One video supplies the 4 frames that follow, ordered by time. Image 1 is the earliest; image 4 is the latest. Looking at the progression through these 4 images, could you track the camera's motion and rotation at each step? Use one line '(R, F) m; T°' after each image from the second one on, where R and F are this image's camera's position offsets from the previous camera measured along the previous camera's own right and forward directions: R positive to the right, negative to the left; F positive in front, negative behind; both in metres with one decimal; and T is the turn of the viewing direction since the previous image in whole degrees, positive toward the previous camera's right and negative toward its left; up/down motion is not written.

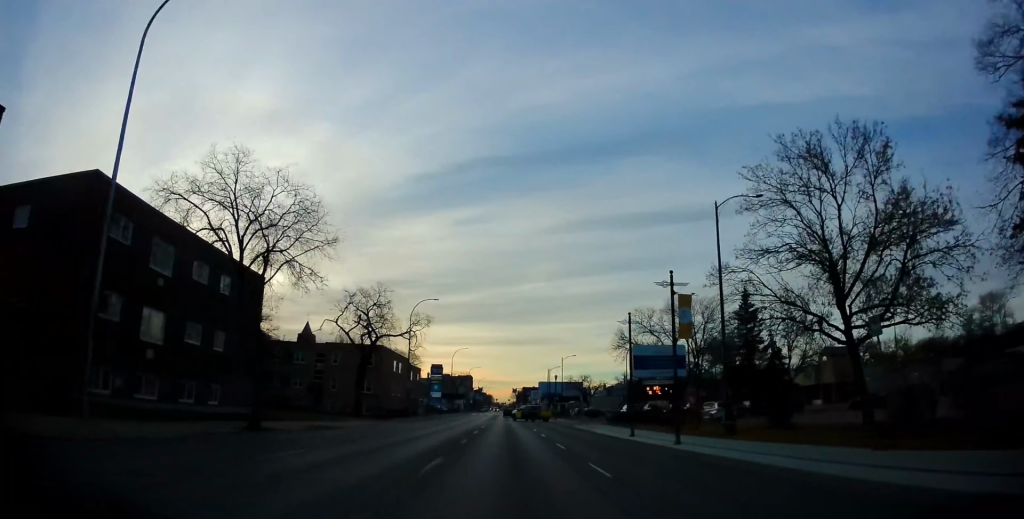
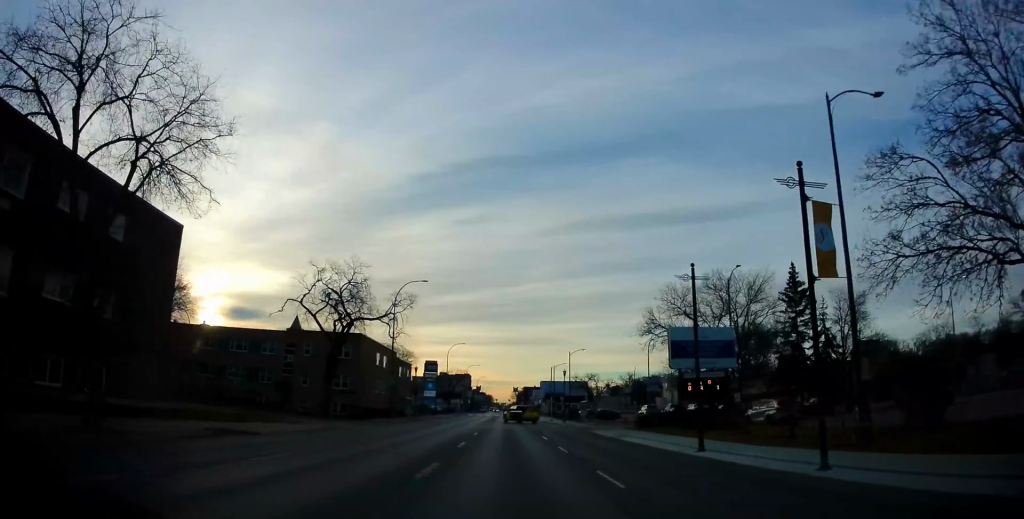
(+0.1, +10.0) m; +1°
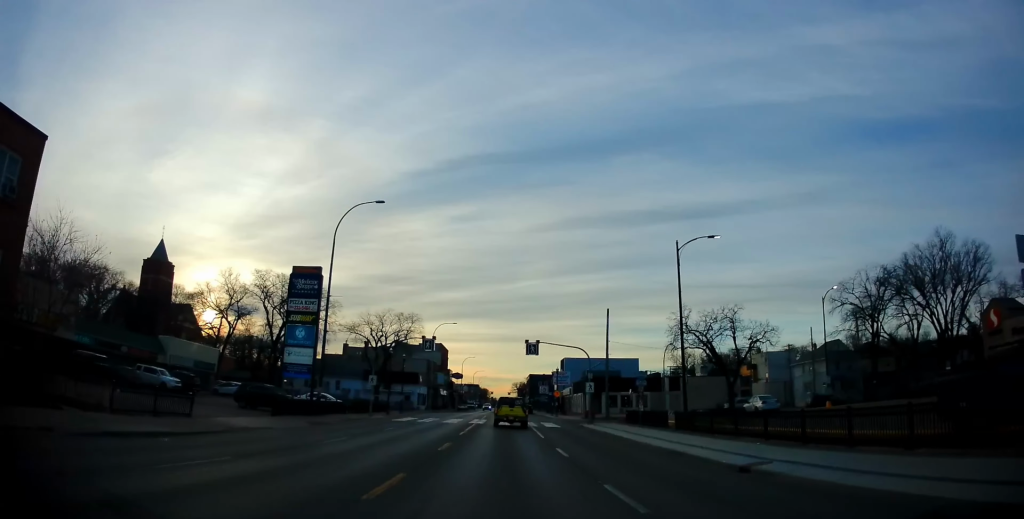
(-1.3, +76.5) m; 0°
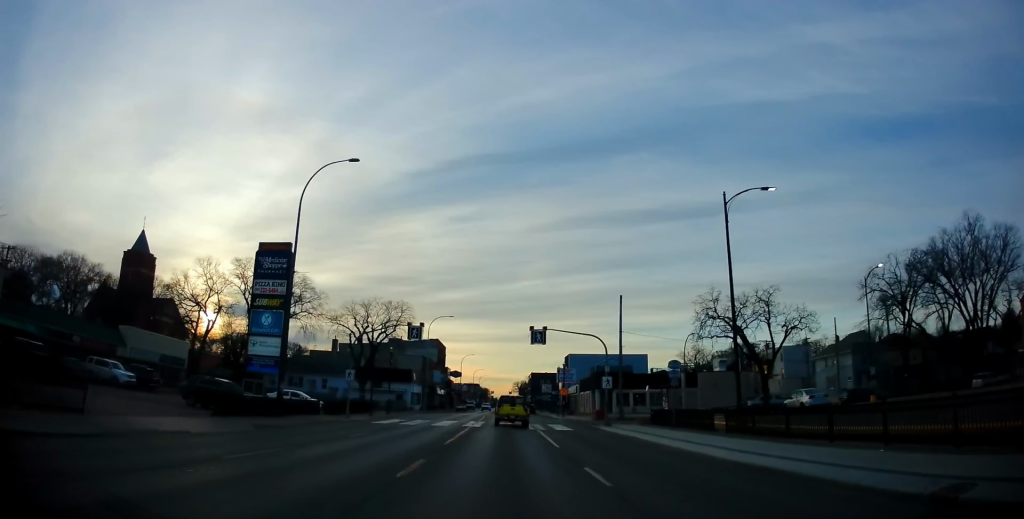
(0.0, +6.8) m; 0°
